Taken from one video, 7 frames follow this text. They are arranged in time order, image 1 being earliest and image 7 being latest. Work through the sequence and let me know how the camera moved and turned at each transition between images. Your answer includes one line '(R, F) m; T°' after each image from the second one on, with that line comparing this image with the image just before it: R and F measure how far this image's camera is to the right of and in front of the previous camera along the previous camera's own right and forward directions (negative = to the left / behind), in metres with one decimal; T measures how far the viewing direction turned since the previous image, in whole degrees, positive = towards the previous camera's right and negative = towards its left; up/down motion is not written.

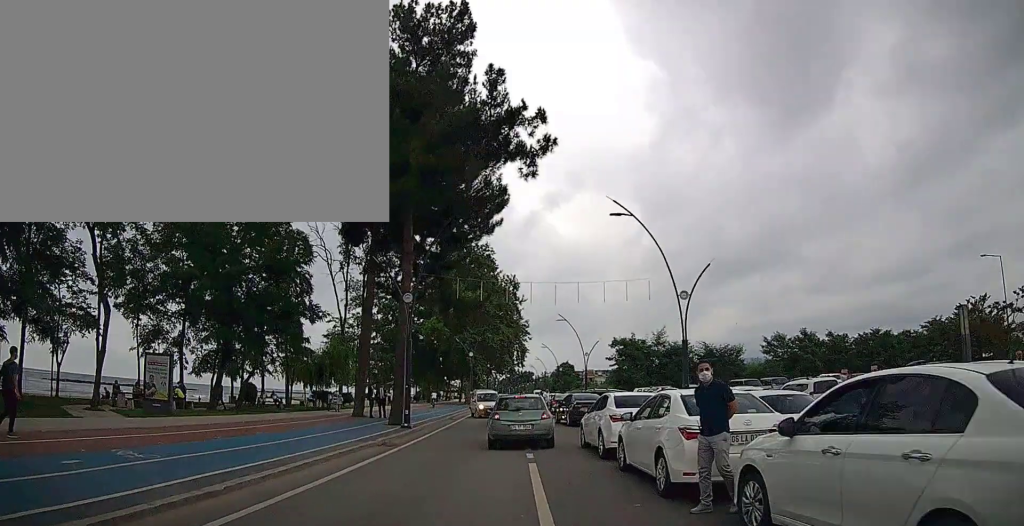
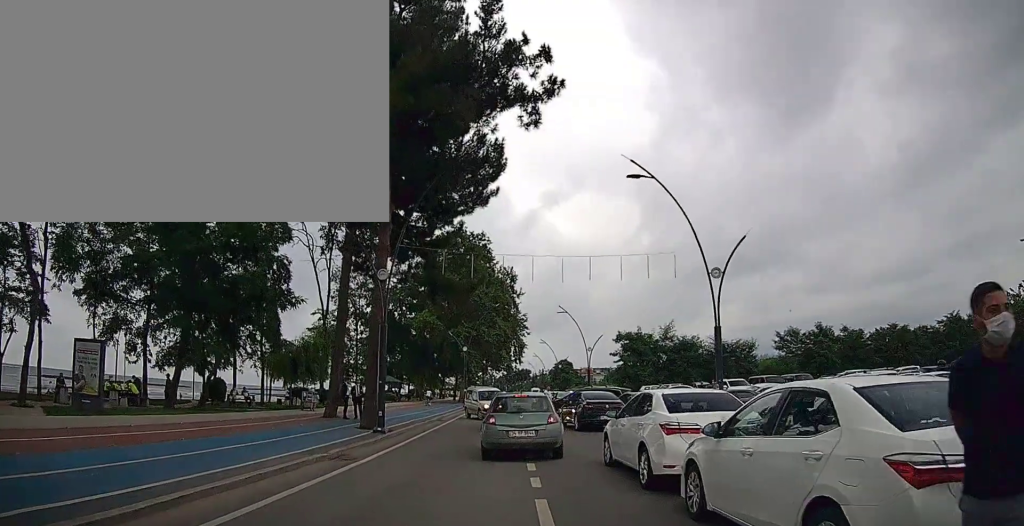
(0.0, +4.4) m; +2°
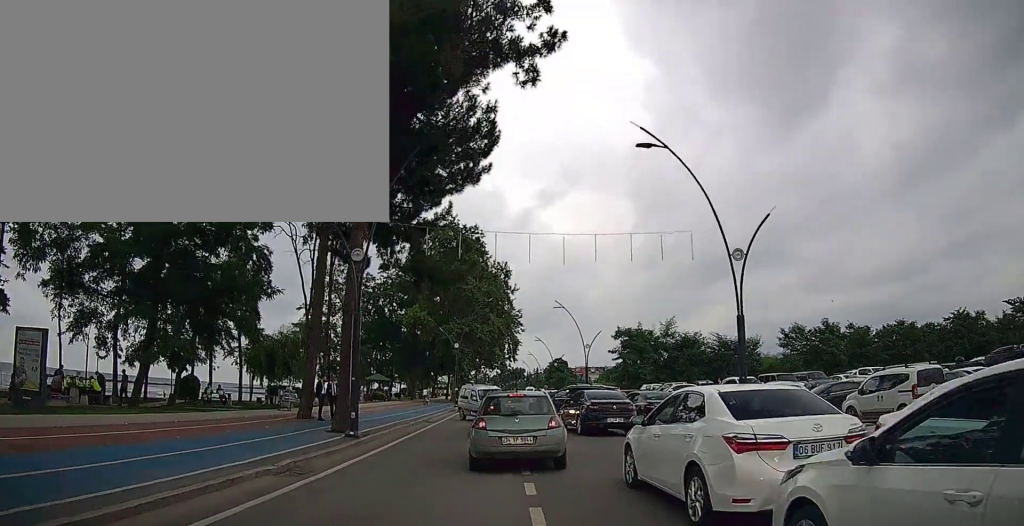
(+0.1, +2.8) m; 0°
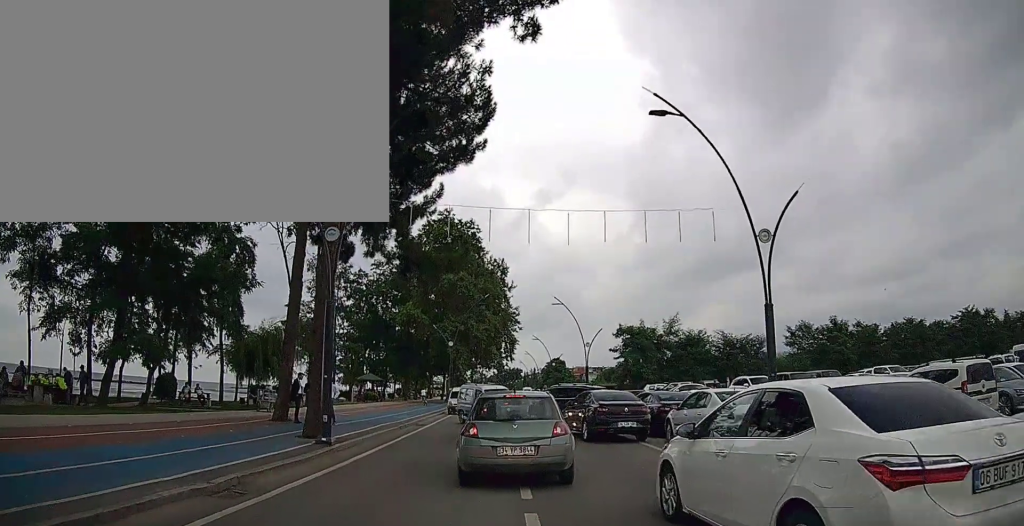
(0.0, +2.6) m; -1°
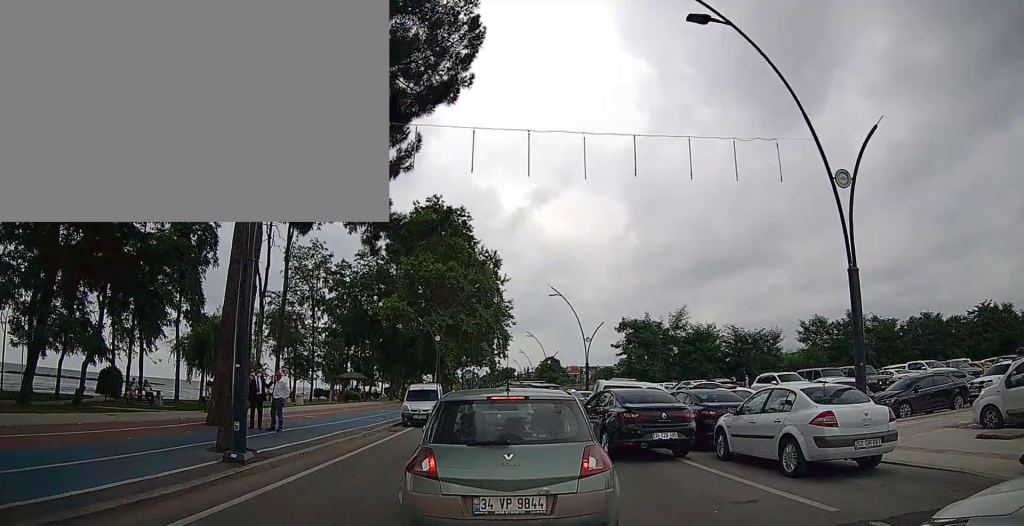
(-0.2, +5.7) m; -2°
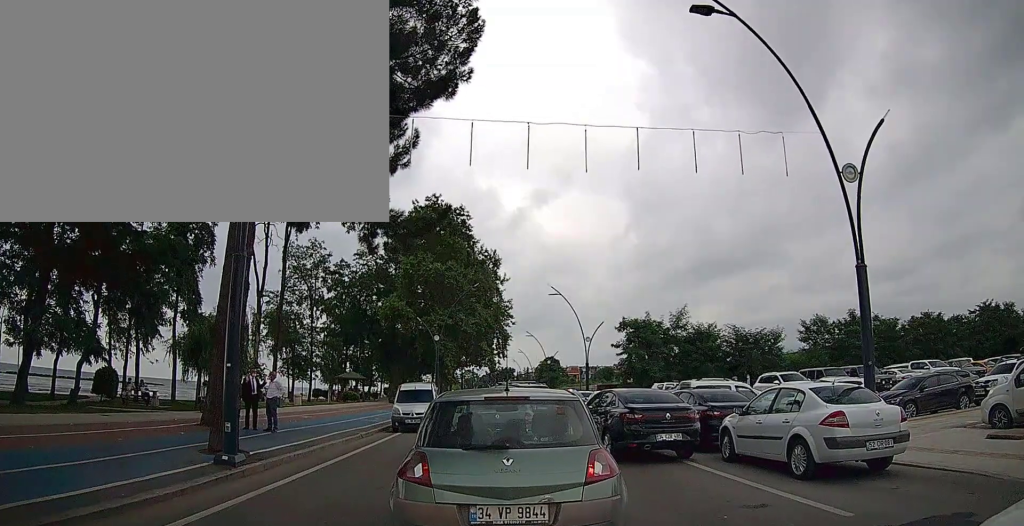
(-0.1, +0.3) m; 0°
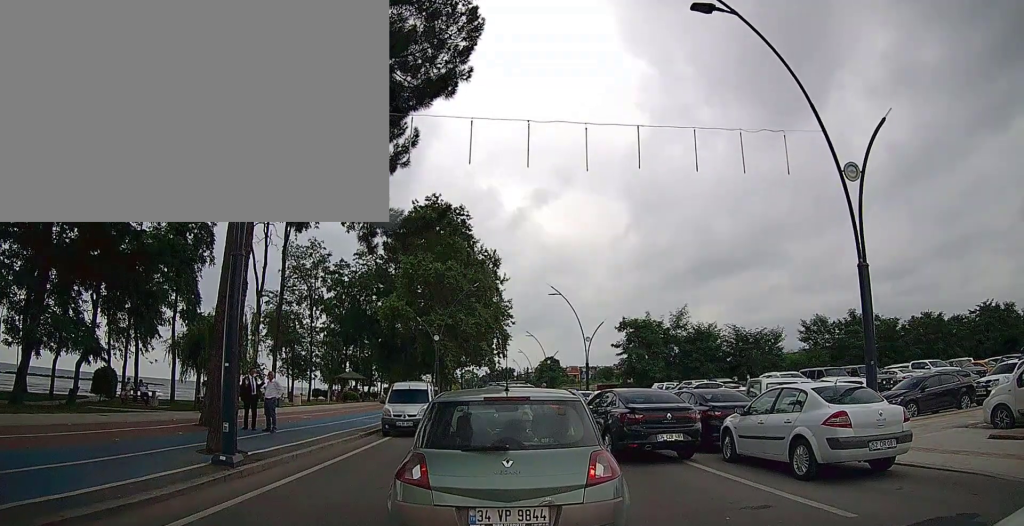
(0.0, 0.0) m; 0°
